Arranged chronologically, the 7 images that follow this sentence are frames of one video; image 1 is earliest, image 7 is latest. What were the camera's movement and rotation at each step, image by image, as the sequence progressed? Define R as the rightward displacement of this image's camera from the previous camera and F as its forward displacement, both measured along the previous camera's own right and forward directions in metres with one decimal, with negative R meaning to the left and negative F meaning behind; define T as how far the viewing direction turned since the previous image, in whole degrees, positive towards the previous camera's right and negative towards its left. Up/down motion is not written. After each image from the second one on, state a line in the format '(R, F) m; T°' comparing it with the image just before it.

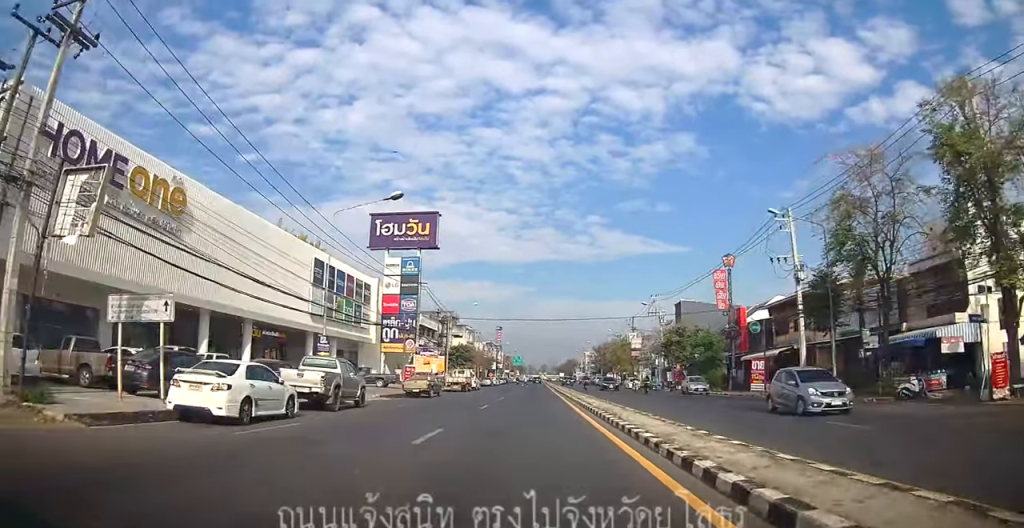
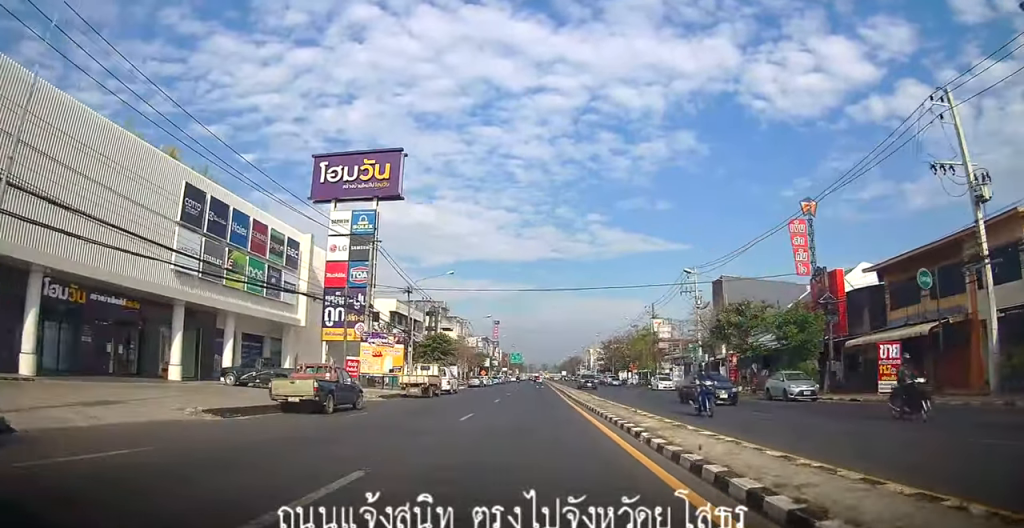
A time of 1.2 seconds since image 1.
(-0.3, +18.2) m; -2°
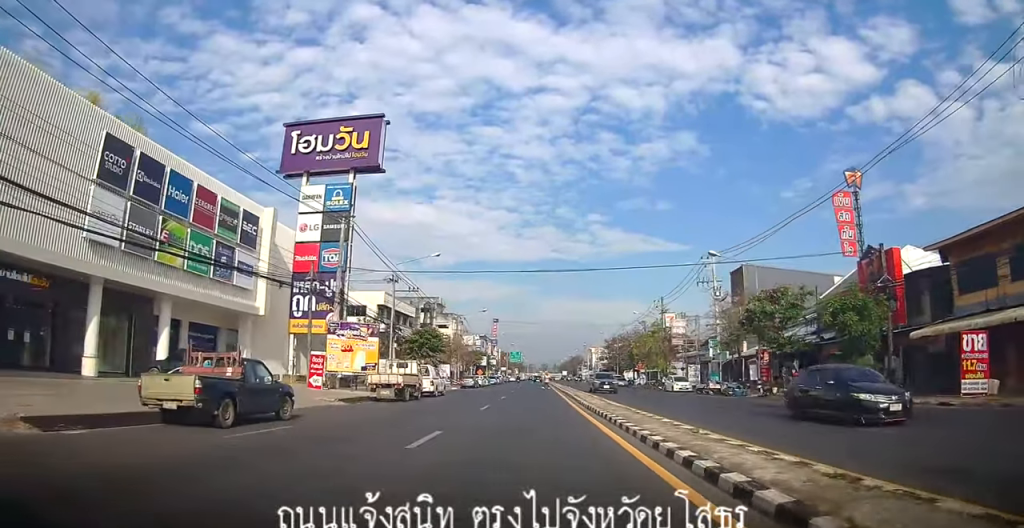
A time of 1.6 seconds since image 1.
(0.0, +6.6) m; 0°
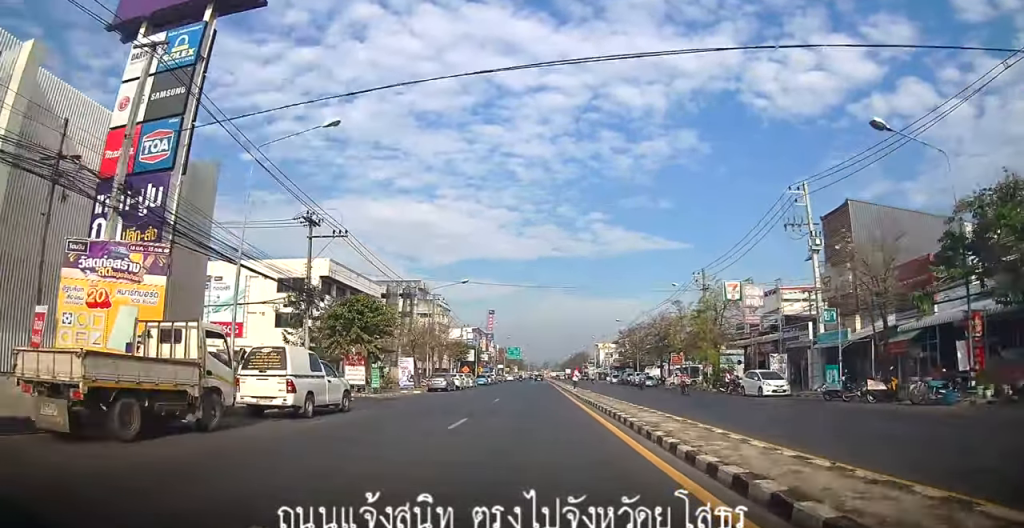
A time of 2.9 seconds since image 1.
(-0.1, +21.2) m; 0°
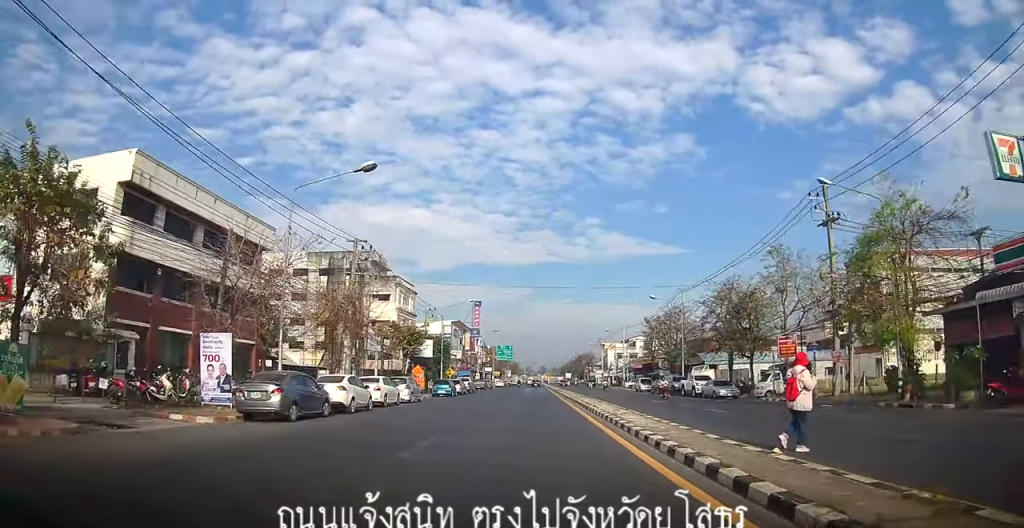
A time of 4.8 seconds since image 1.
(0.0, +29.8) m; 0°
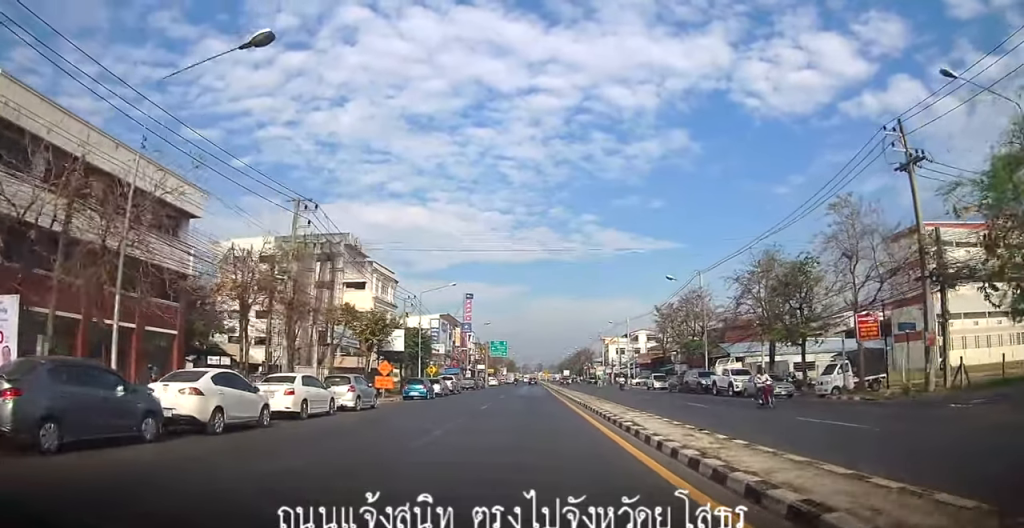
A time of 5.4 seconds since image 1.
(0.0, +9.7) m; 0°
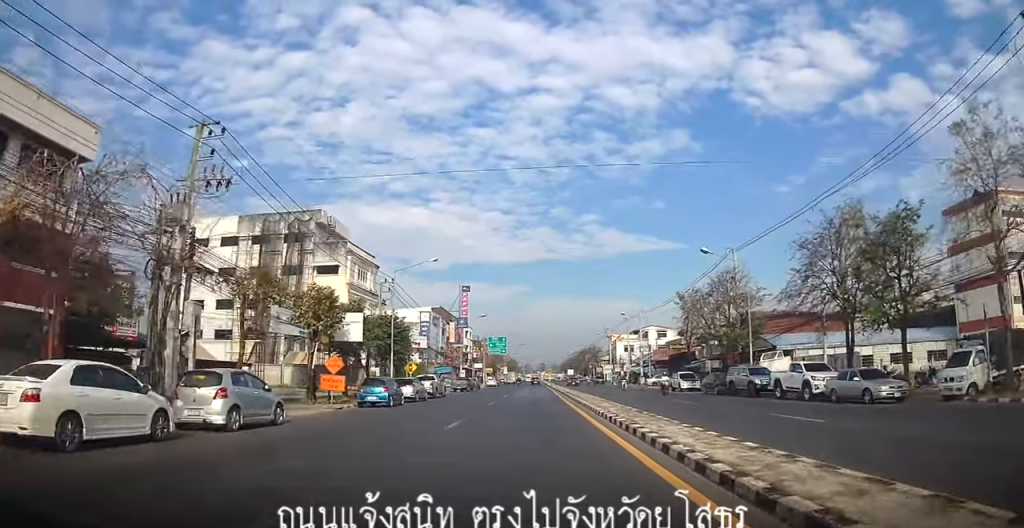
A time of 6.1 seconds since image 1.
(0.0, +10.6) m; 0°
